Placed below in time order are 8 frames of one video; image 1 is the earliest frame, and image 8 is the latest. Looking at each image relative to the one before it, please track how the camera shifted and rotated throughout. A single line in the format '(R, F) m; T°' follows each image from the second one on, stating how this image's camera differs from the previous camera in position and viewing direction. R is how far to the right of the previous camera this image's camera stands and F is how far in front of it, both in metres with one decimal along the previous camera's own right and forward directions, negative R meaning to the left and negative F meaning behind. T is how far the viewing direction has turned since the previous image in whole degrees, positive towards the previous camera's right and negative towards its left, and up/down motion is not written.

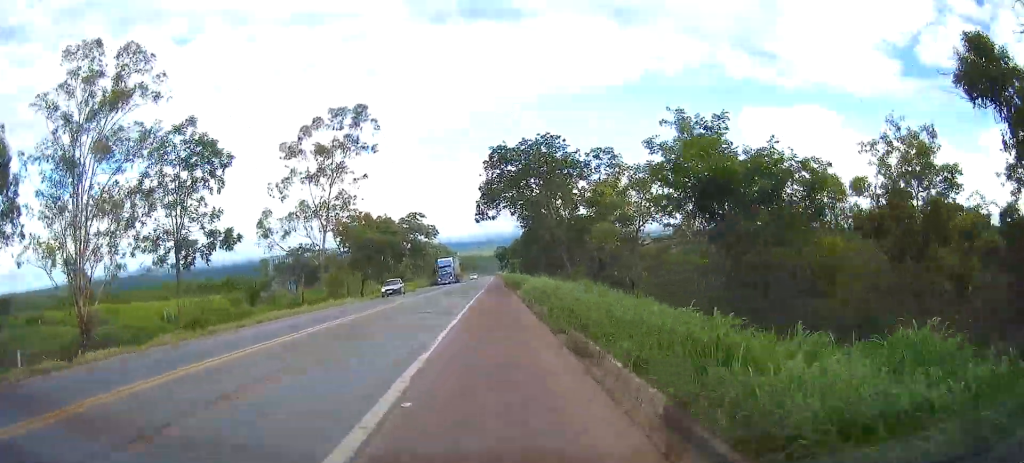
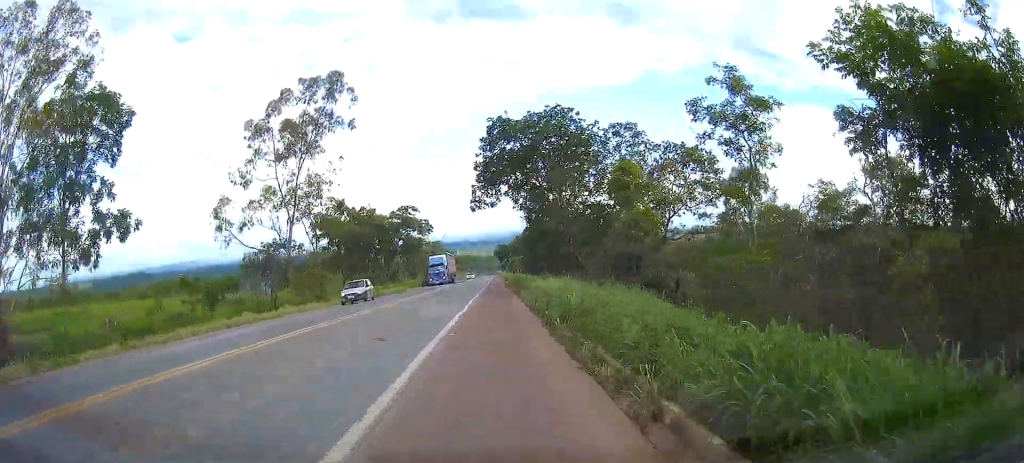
(0.0, +8.6) m; 0°
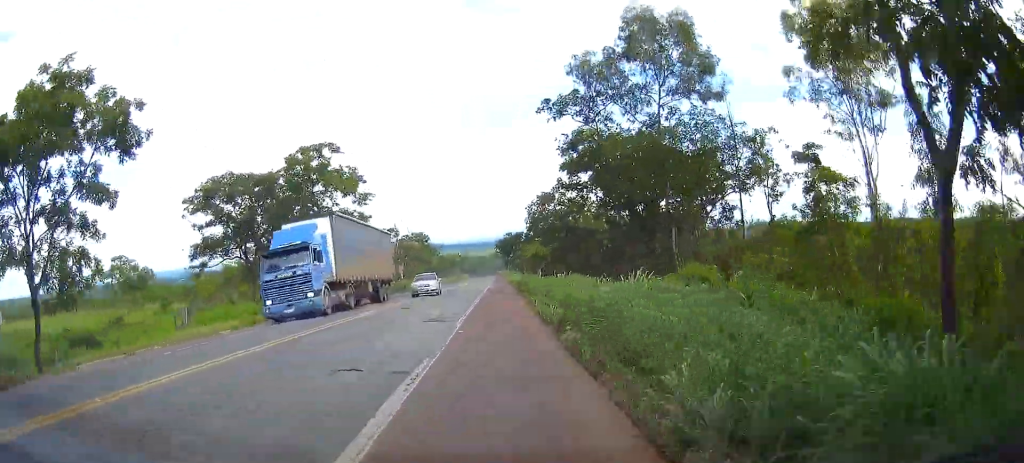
(0.0, +46.2) m; 0°
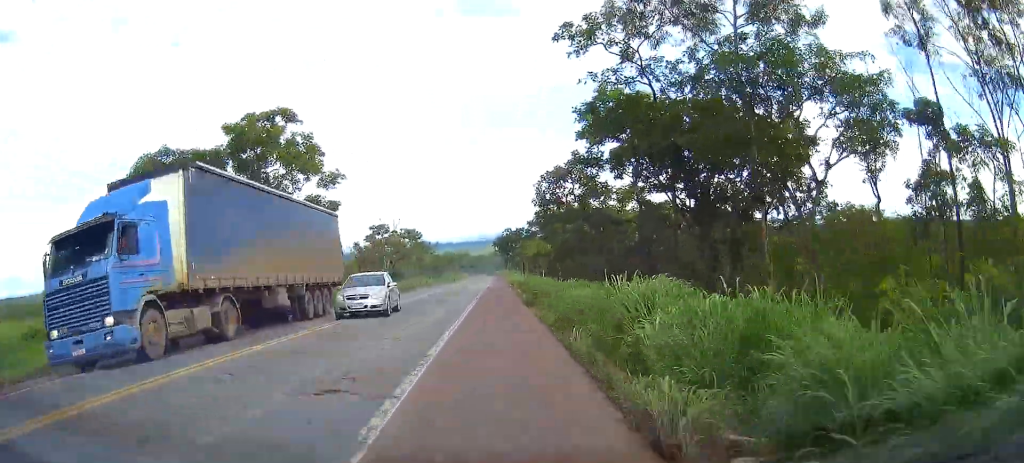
(0.0, +10.2) m; 0°
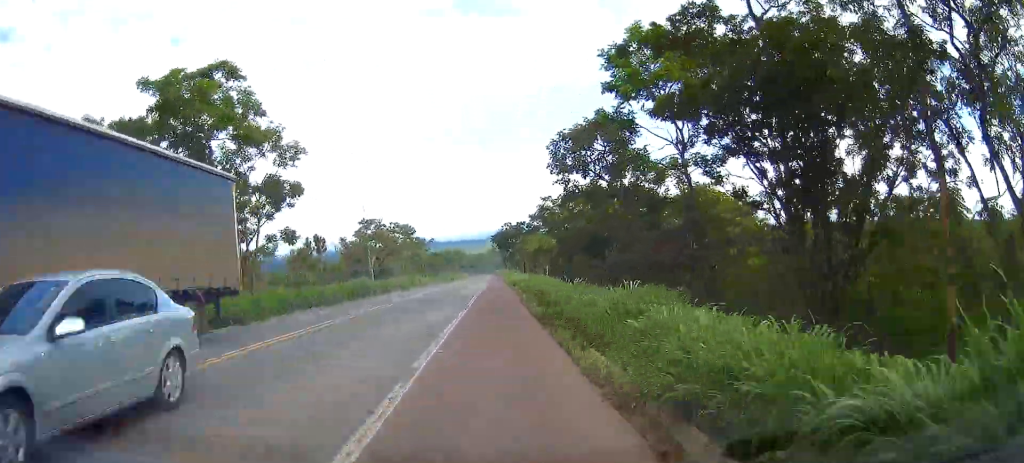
(0.0, +8.9) m; 0°
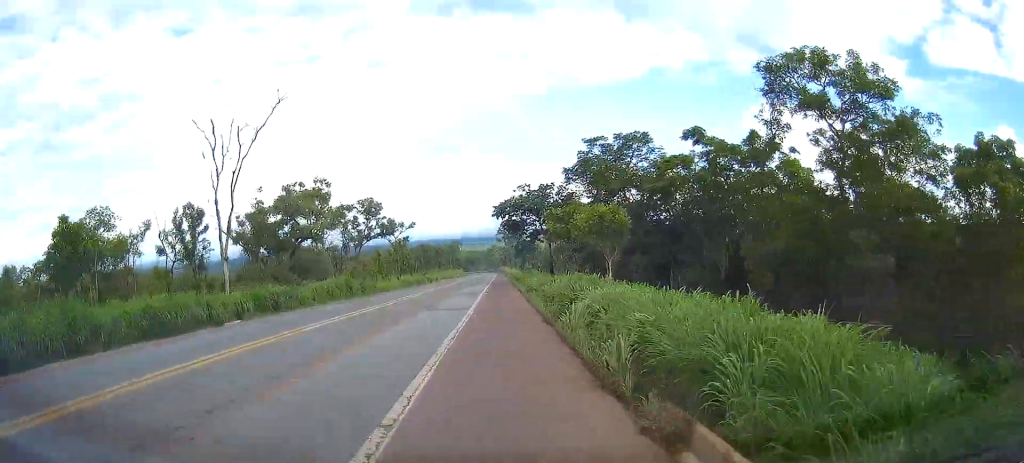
(0.0, +40.1) m; -1°
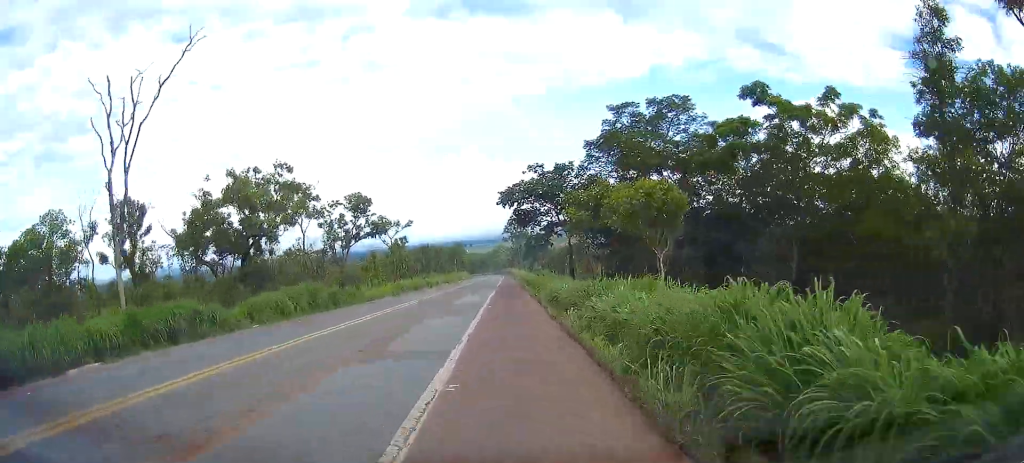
(-0.1, +10.5) m; 0°
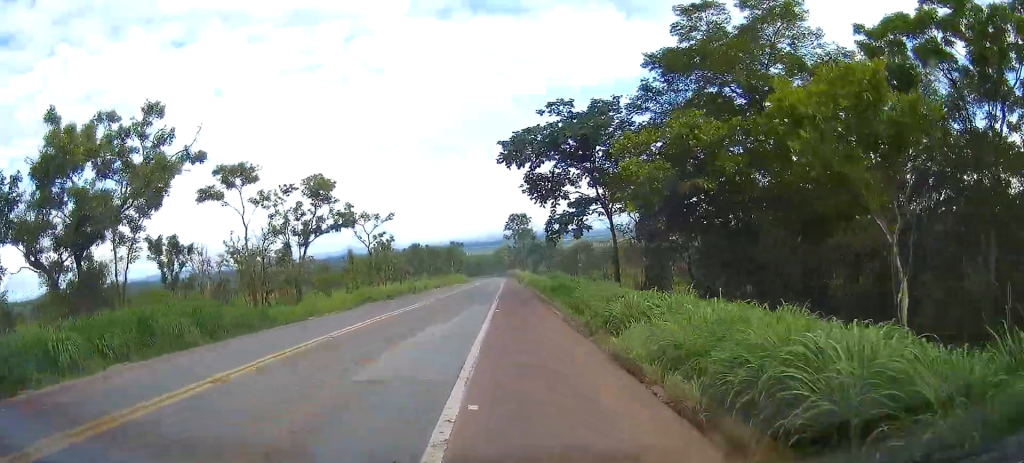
(0.0, +16.8) m; 0°
